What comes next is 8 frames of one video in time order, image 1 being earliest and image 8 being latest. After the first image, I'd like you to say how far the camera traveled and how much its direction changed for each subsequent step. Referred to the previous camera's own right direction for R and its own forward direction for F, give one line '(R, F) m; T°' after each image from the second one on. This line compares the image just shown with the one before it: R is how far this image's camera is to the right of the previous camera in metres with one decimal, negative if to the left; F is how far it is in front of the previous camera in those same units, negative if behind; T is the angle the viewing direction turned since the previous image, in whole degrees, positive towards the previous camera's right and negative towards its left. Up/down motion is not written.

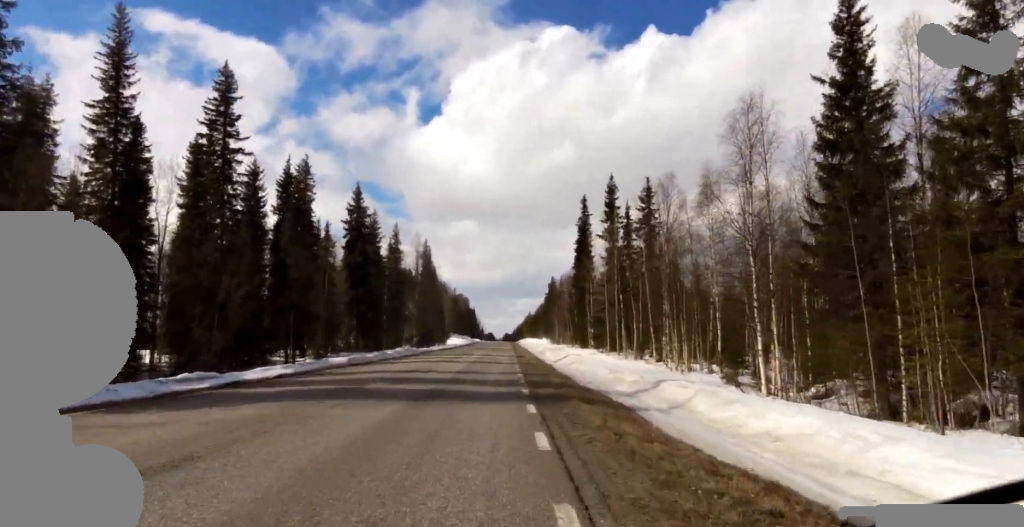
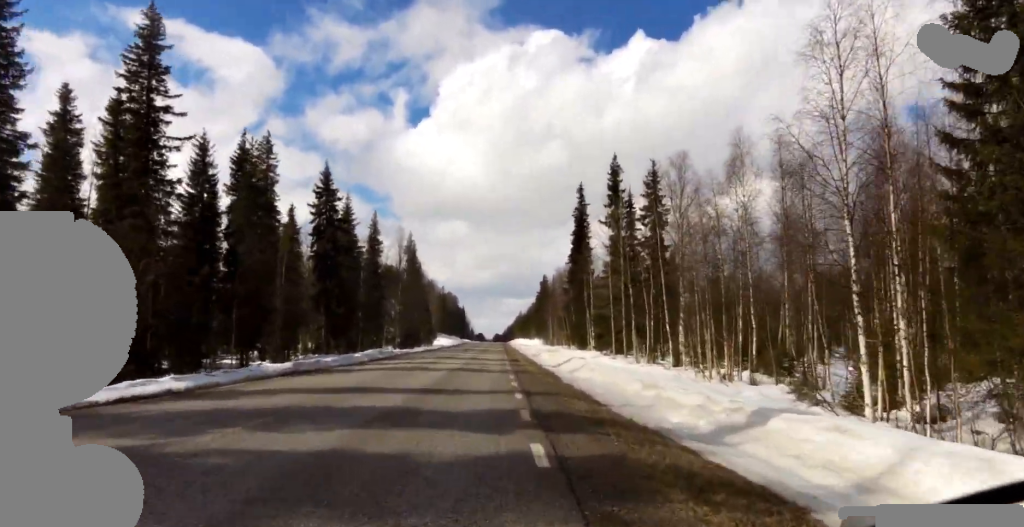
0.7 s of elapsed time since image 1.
(-0.1, +6.9) m; 0°
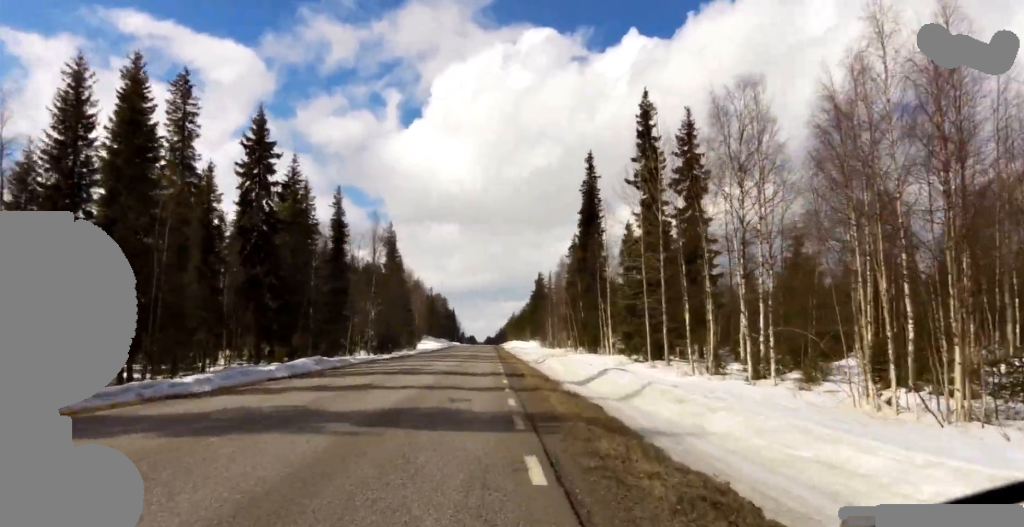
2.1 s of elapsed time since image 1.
(+0.2, +12.7) m; +1°
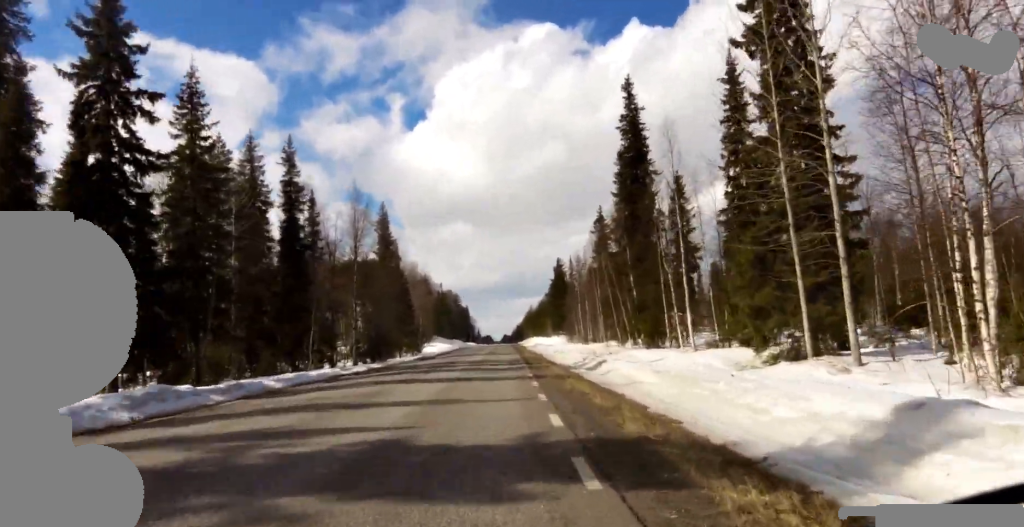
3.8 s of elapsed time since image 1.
(-0.1, +15.2) m; -1°
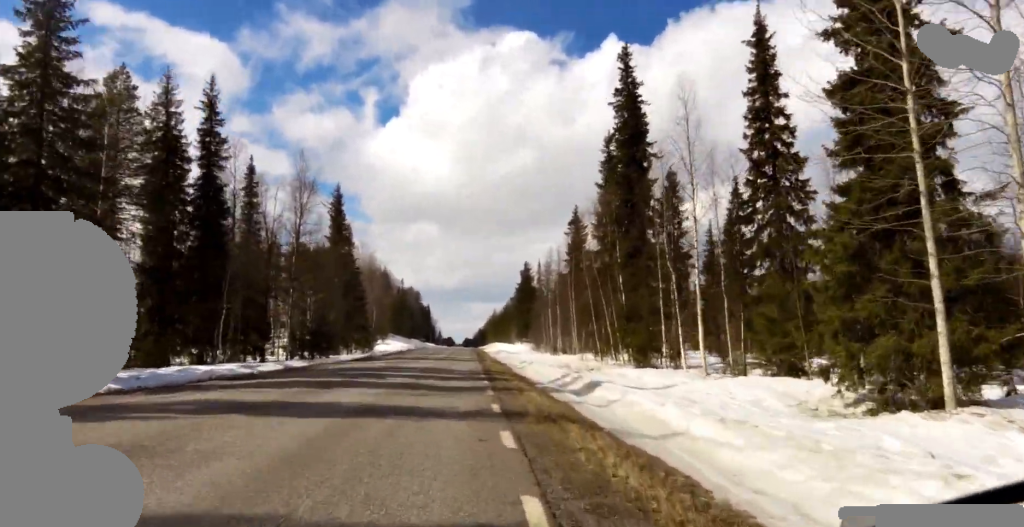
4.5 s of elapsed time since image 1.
(-0.2, +6.9) m; +1°
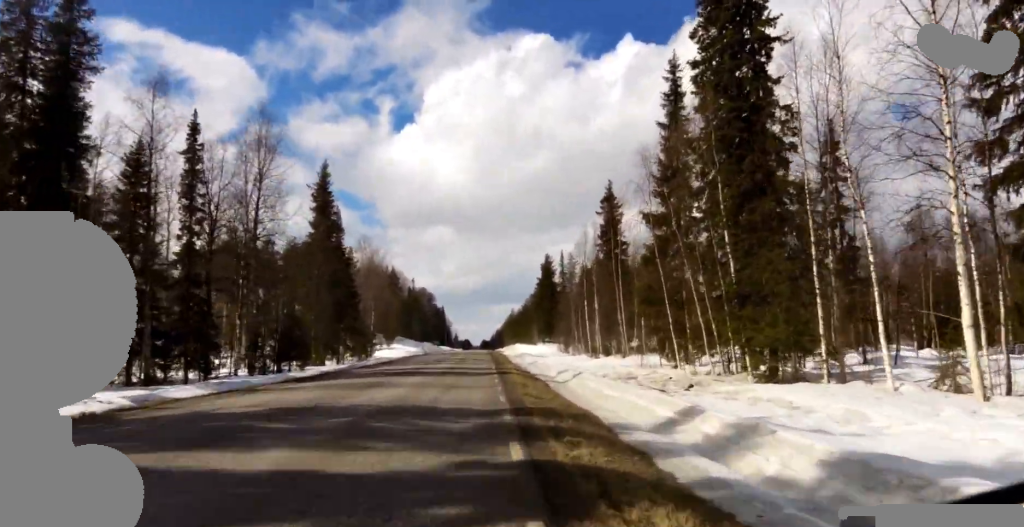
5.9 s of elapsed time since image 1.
(+0.4, +12.0) m; +1°
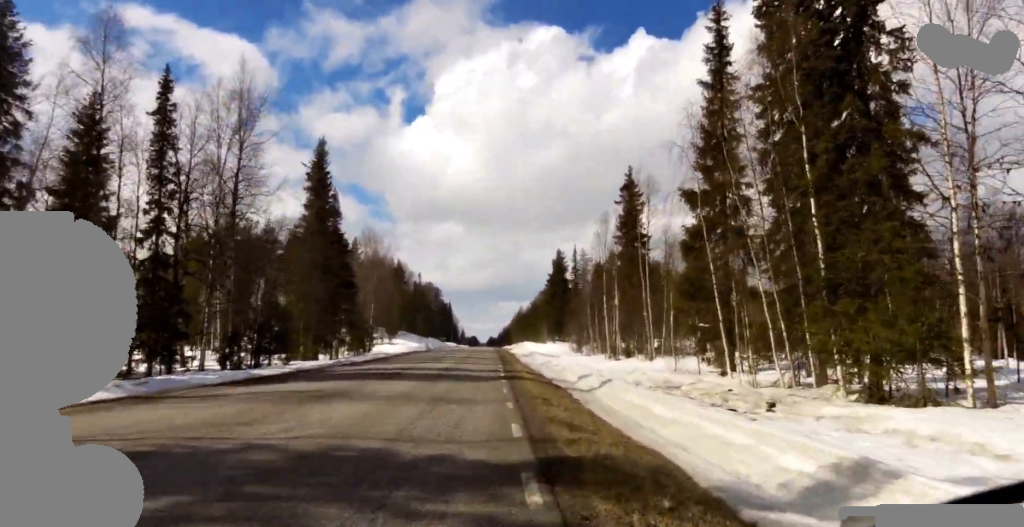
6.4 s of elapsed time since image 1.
(-0.1, +4.7) m; -1°
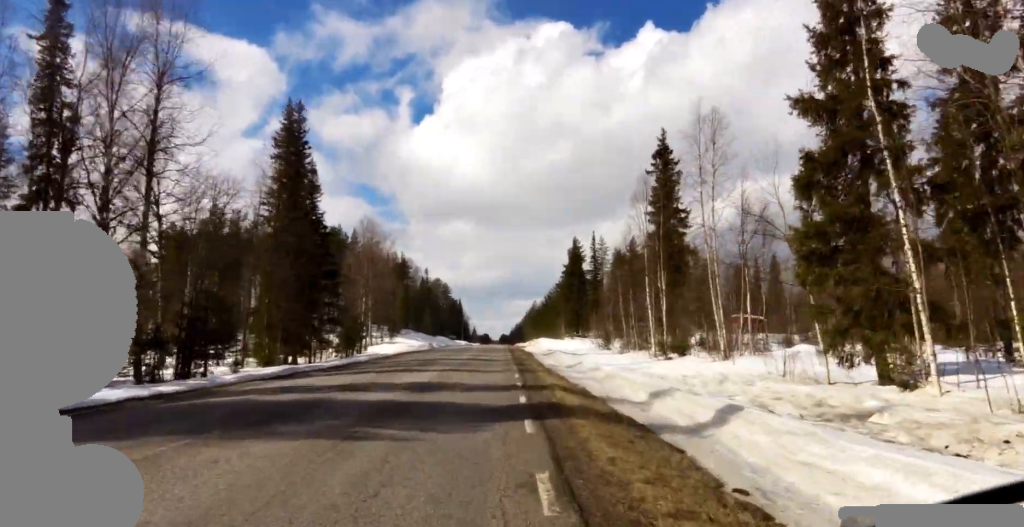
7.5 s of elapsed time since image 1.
(0.0, +9.1) m; 0°
